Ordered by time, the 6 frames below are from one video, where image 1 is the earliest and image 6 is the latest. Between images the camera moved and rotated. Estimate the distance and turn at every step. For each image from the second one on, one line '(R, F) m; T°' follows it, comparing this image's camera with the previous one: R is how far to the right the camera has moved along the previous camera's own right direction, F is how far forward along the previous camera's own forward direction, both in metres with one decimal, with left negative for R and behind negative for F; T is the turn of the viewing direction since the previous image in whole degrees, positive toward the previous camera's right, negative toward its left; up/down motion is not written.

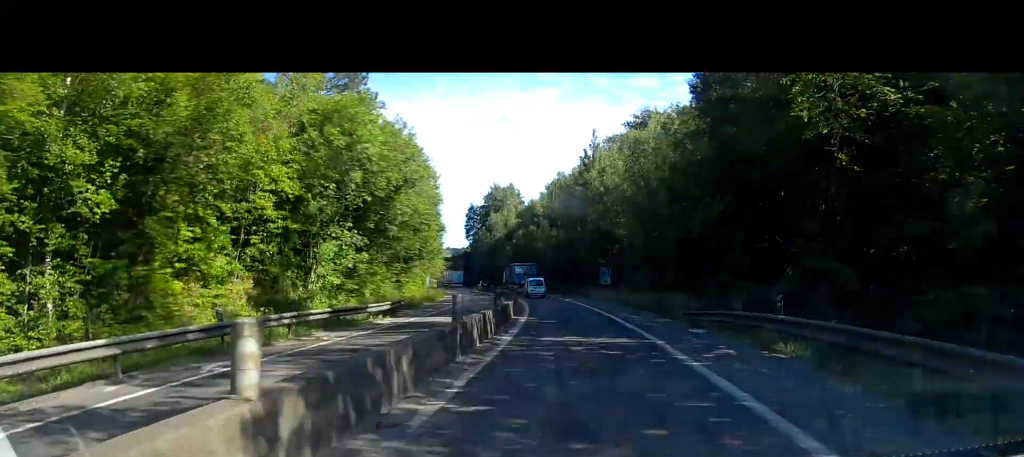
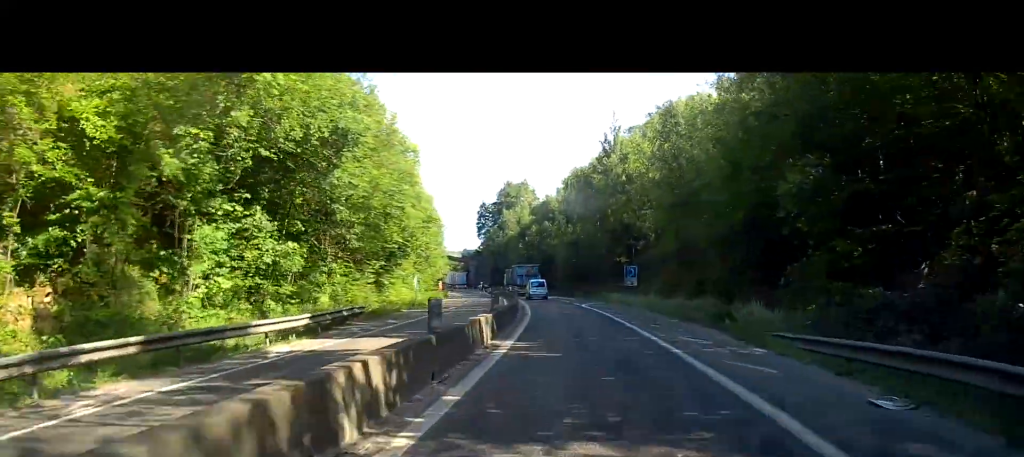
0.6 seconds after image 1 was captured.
(0.0, +10.4) m; -1°
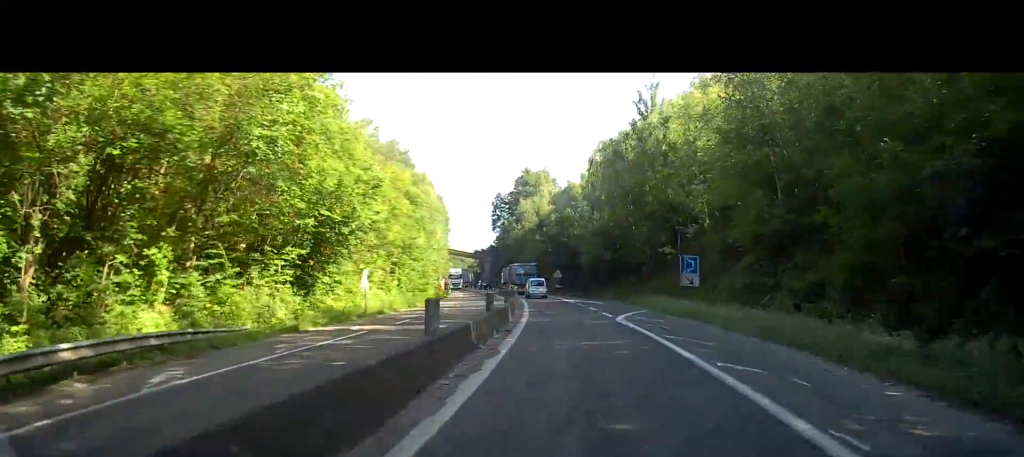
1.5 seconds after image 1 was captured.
(-0.4, +16.6) m; -3°
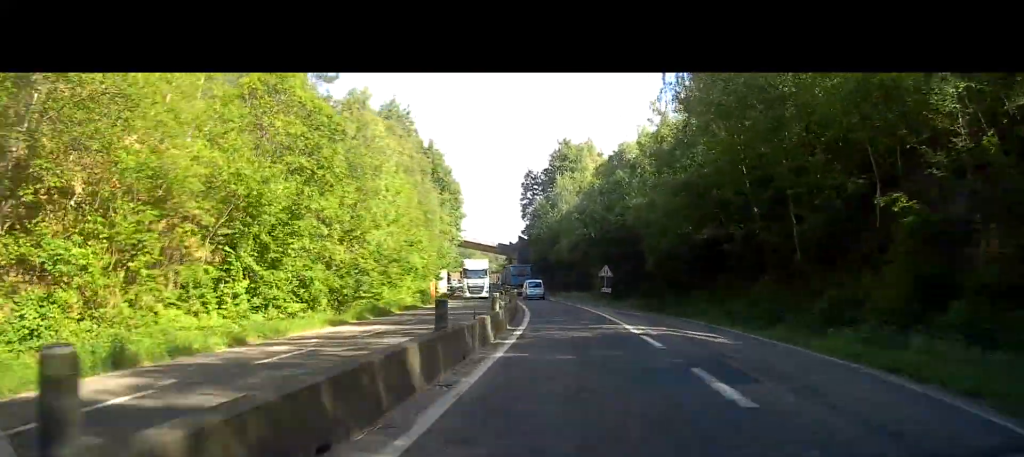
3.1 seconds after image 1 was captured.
(-1.6, +30.9) m; -6°
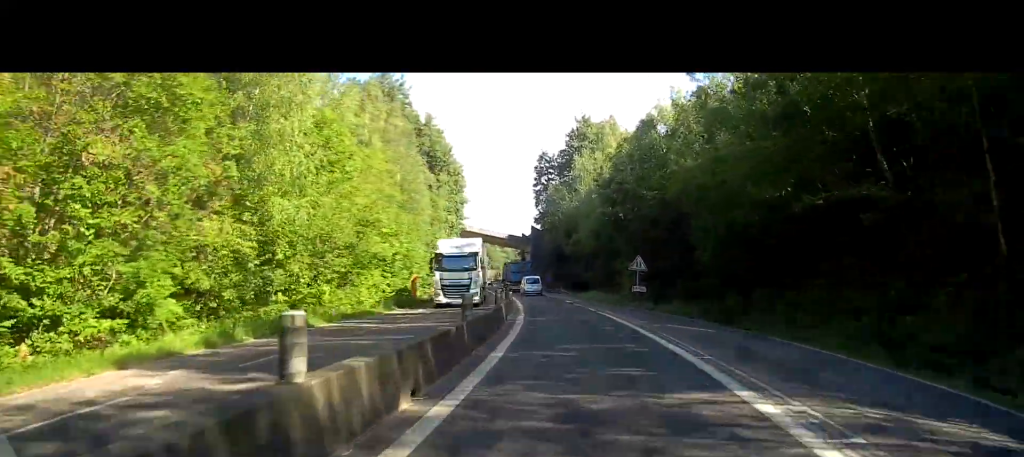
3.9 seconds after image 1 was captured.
(-0.3, +13.6) m; -2°
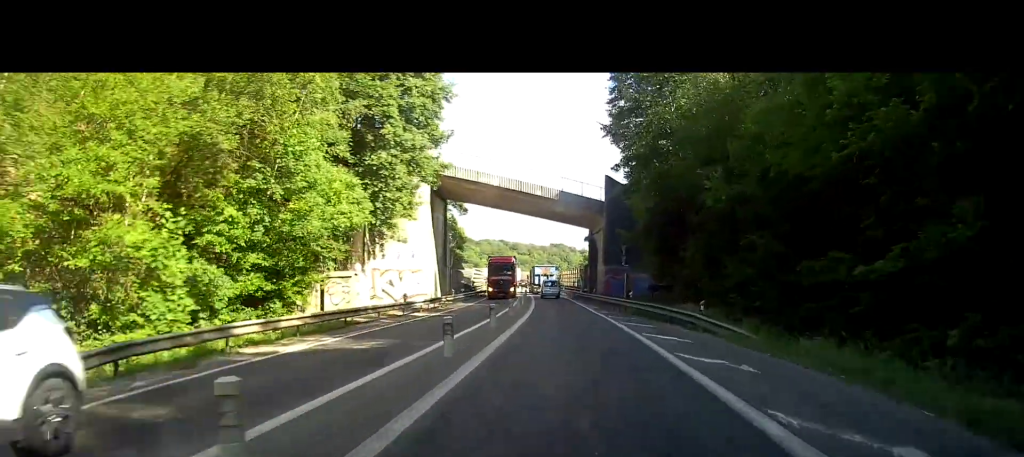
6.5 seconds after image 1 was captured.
(-2.4, +48.1) m; -4°
